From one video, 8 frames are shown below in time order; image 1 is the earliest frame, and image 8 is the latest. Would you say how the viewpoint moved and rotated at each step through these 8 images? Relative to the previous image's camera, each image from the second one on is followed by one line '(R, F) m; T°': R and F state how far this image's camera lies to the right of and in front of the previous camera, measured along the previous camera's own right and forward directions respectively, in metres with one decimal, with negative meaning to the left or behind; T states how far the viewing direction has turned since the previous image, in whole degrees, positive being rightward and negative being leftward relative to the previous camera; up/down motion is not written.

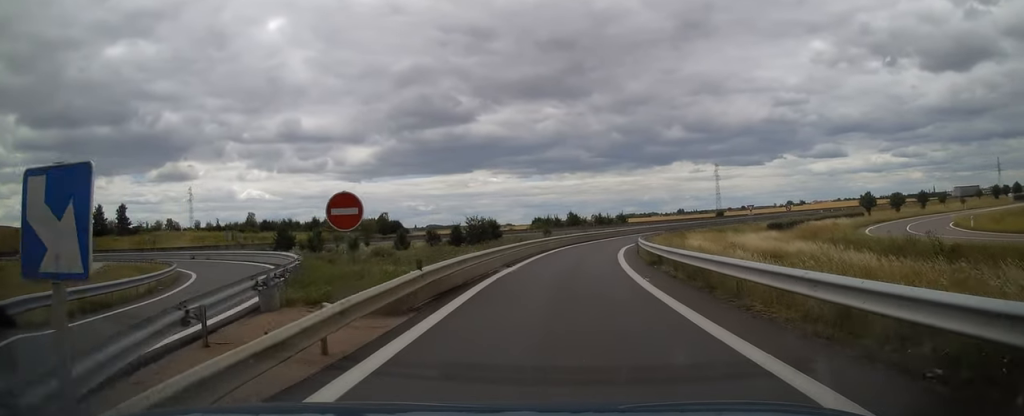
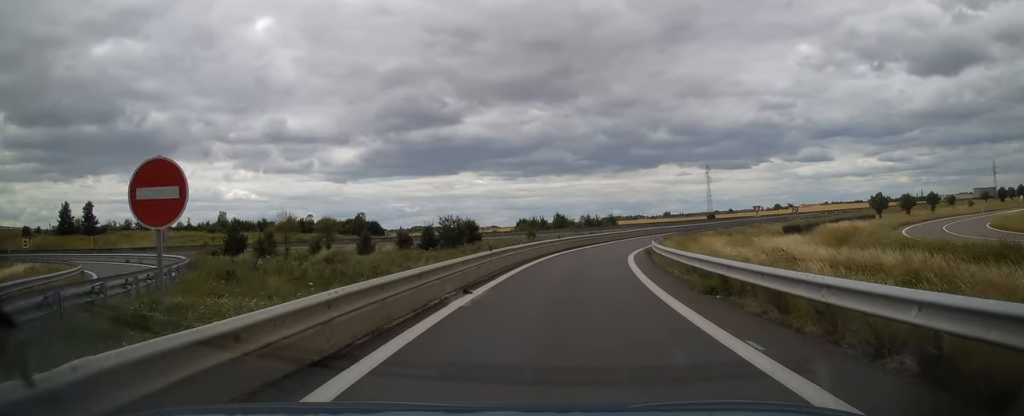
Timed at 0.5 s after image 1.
(0.0, +8.4) m; +1°
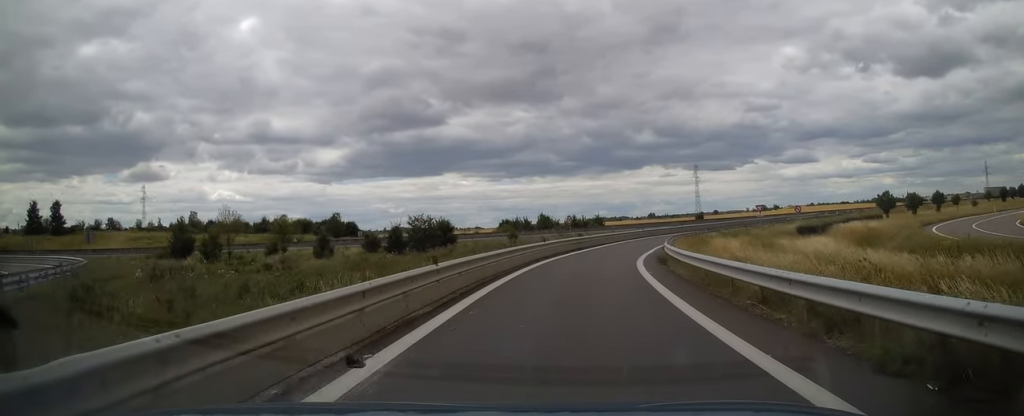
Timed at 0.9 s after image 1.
(+0.1, +7.0) m; +2°
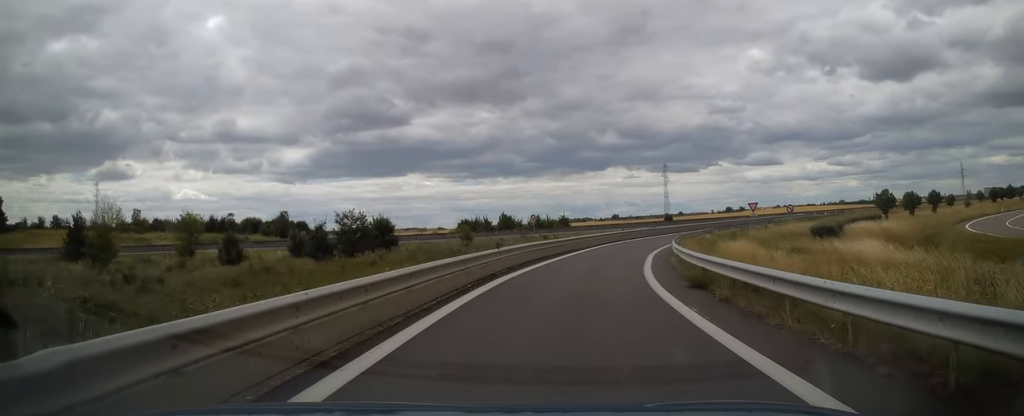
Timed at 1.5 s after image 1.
(0.0, +9.7) m; +4°
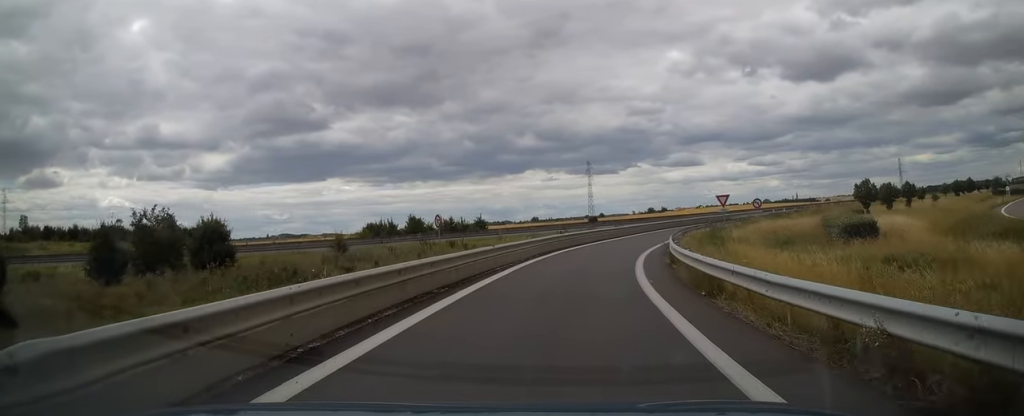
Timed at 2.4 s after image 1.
(+1.0, +15.0) m; +7°
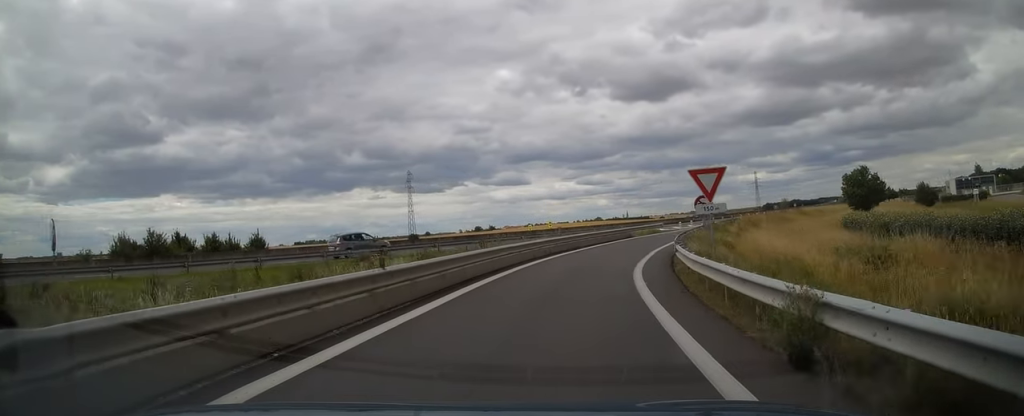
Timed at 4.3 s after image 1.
(+4.2, +31.5) m; +16°
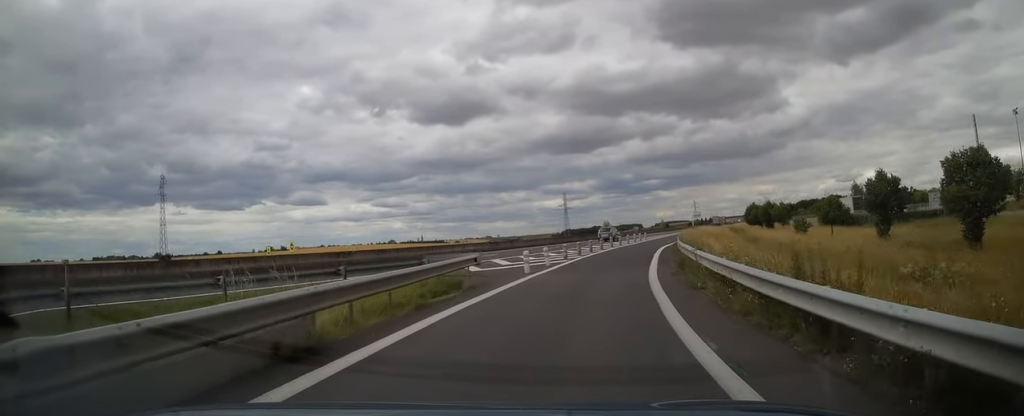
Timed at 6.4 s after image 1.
(+6.1, +36.1) m; +20°
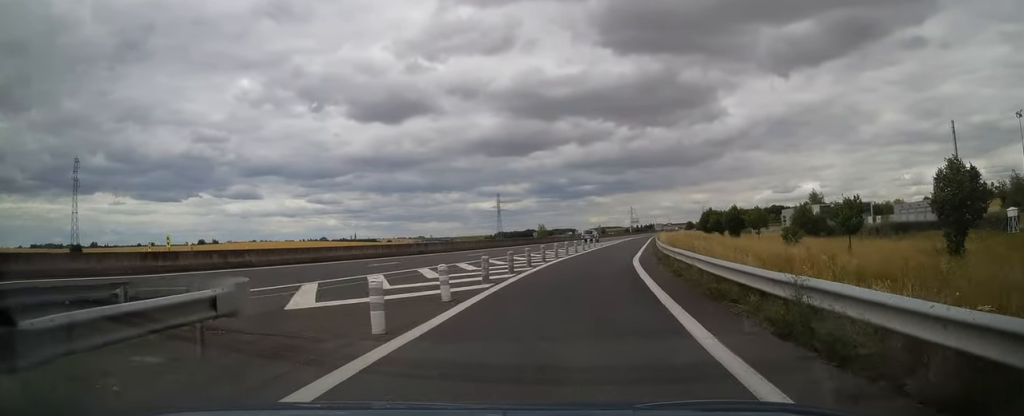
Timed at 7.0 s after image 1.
(+0.7, +12.4) m; +6°
